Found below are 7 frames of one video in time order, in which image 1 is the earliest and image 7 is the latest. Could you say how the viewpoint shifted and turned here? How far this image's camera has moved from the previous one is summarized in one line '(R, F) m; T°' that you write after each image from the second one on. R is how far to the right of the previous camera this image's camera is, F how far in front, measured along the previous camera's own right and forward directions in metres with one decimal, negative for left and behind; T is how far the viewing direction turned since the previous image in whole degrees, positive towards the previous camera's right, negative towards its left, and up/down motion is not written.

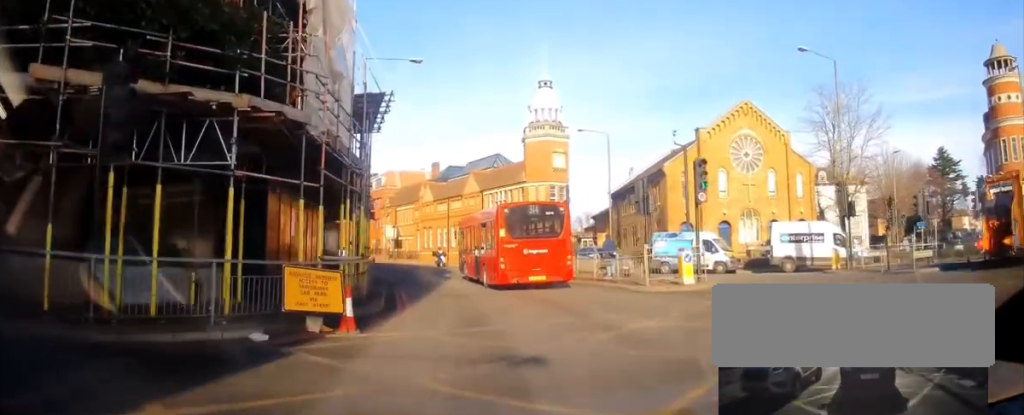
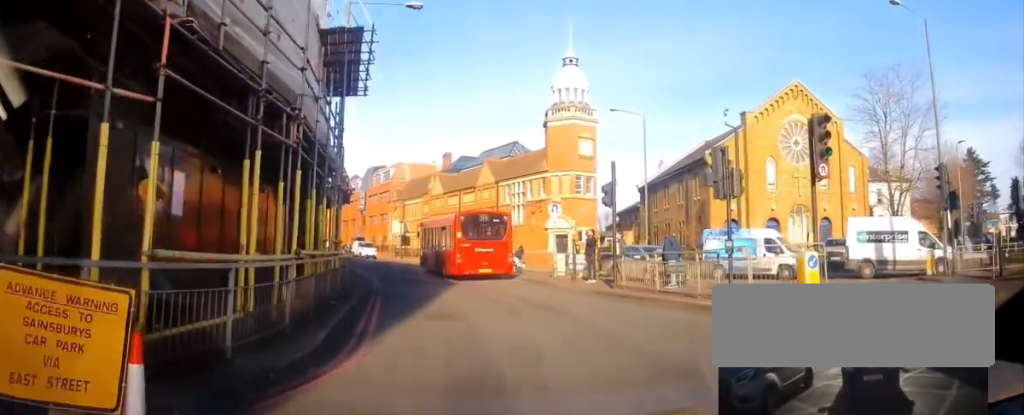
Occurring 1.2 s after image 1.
(0.0, +6.6) m; 0°
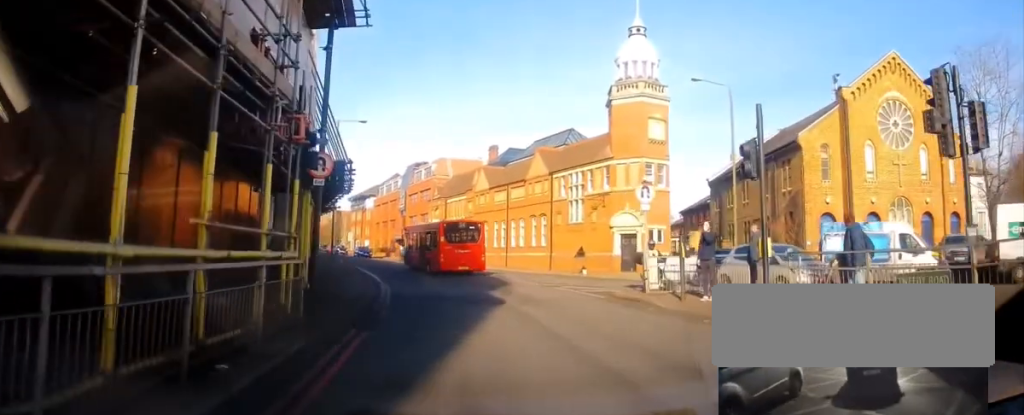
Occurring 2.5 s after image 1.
(+0.2, +7.2) m; 0°
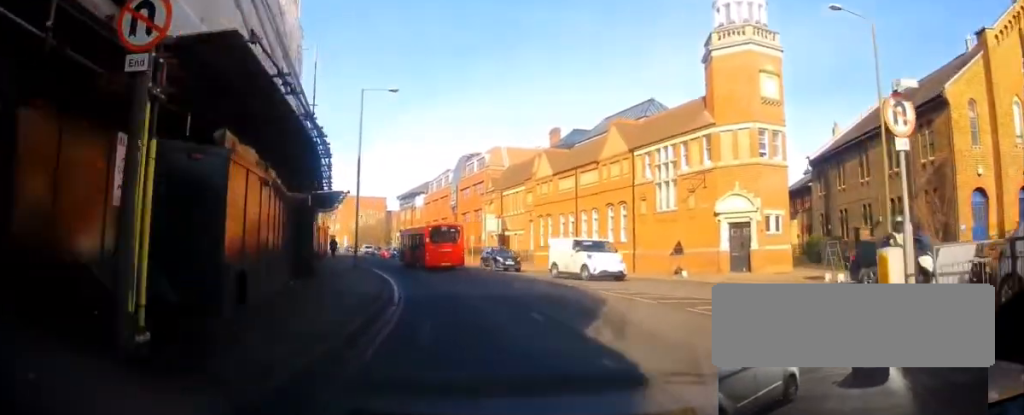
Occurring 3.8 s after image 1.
(-0.8, +8.1) m; -10°
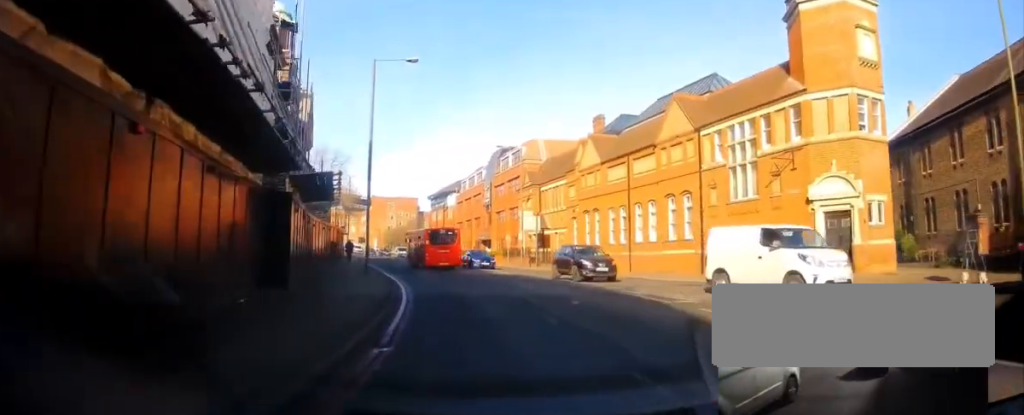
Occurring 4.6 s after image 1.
(-0.3, +5.4) m; -3°
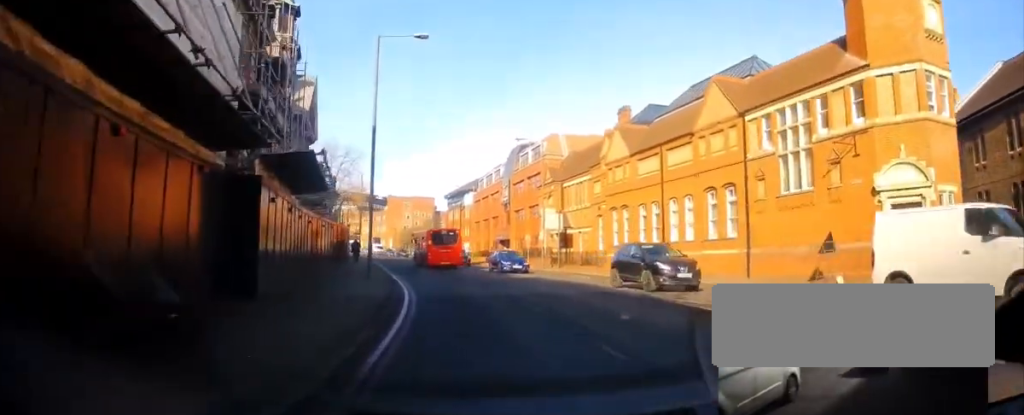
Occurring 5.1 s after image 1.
(+0.1, +3.3) m; -2°
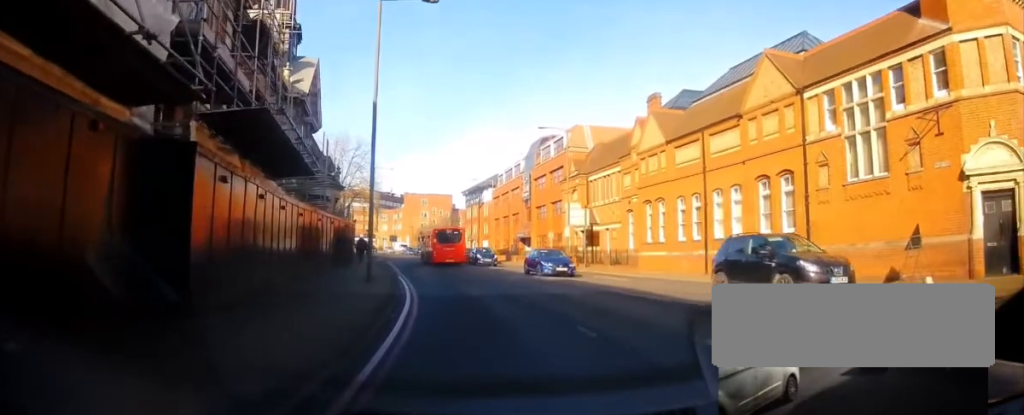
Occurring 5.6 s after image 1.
(+0.2, +3.6) m; -2°
